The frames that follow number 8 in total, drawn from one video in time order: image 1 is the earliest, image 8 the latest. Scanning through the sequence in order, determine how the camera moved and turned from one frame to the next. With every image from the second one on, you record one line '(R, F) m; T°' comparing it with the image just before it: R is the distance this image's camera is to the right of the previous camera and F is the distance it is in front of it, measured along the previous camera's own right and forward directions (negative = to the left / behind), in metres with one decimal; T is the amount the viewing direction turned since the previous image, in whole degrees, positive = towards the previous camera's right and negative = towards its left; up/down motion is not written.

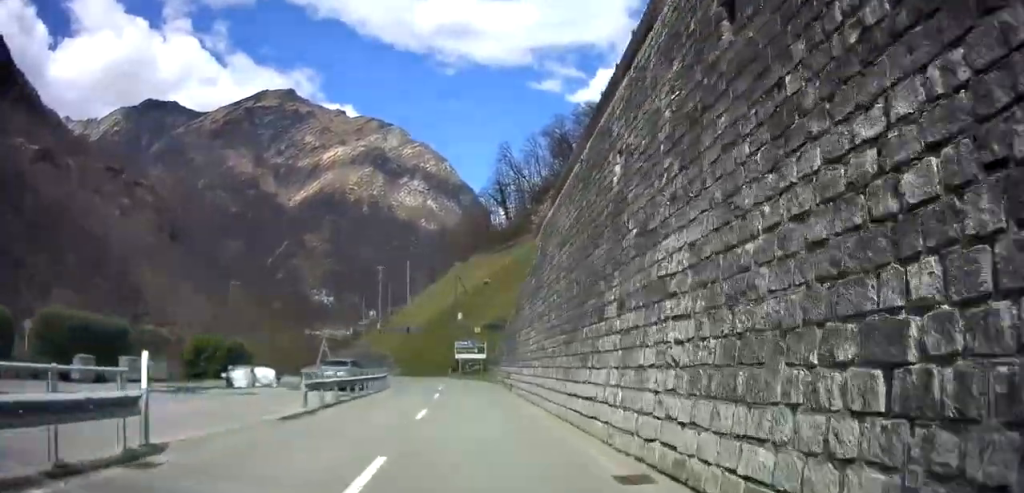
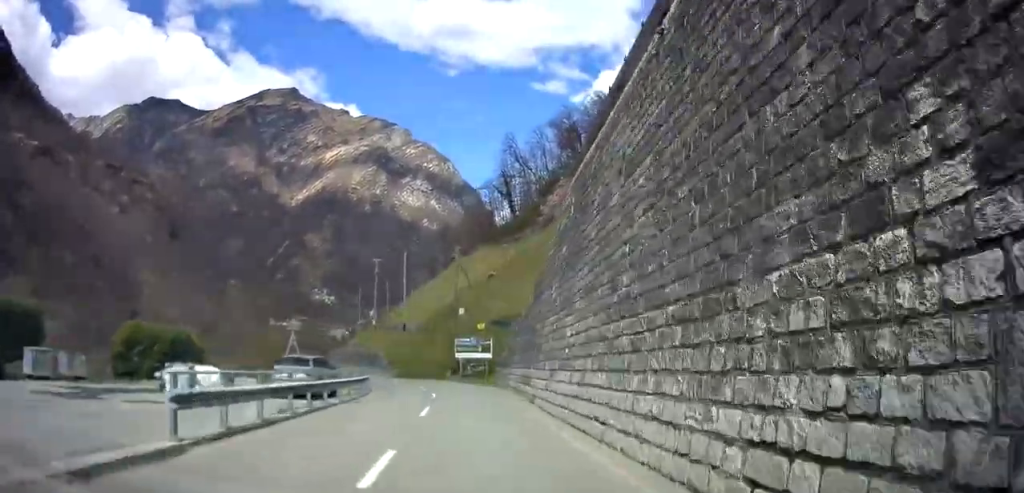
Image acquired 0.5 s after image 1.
(+0.1, +7.5) m; 0°
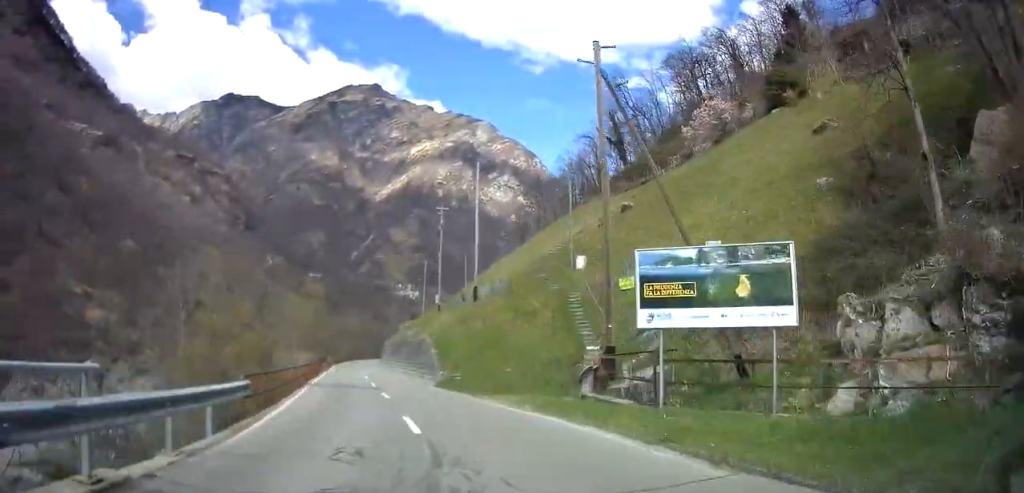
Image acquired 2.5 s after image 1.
(-1.8, +32.4) m; -16°
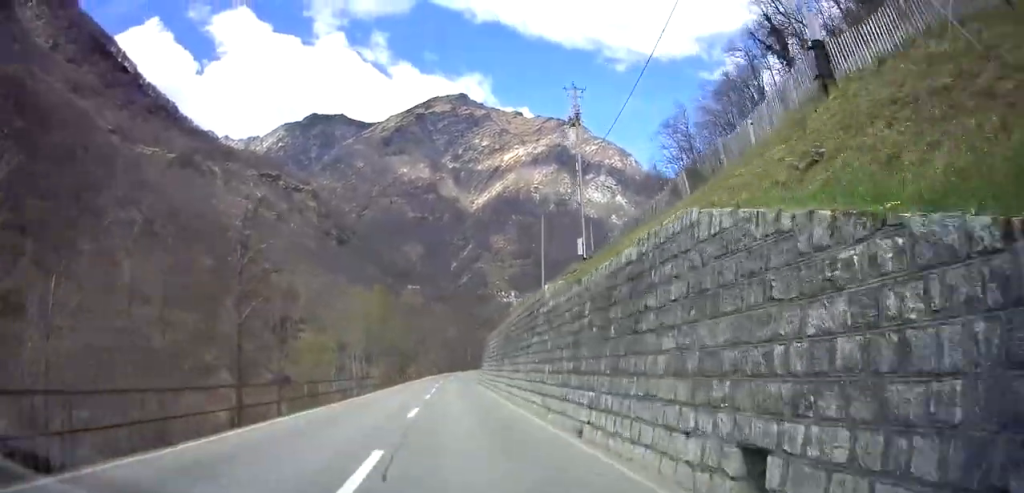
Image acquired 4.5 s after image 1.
(-4.4, +32.5) m; -3°
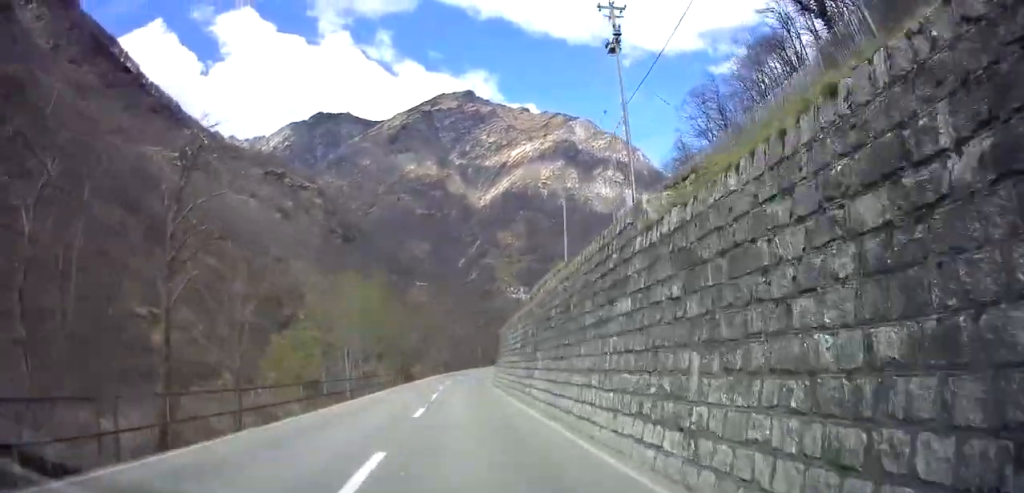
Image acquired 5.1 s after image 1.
(+0.3, +9.0) m; +1°
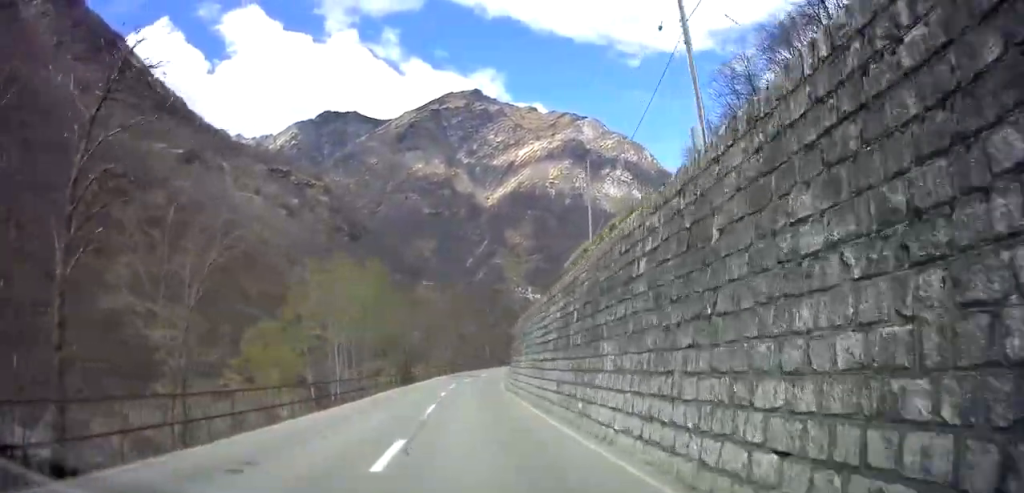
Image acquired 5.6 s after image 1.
(+0.1, +7.9) m; +1°
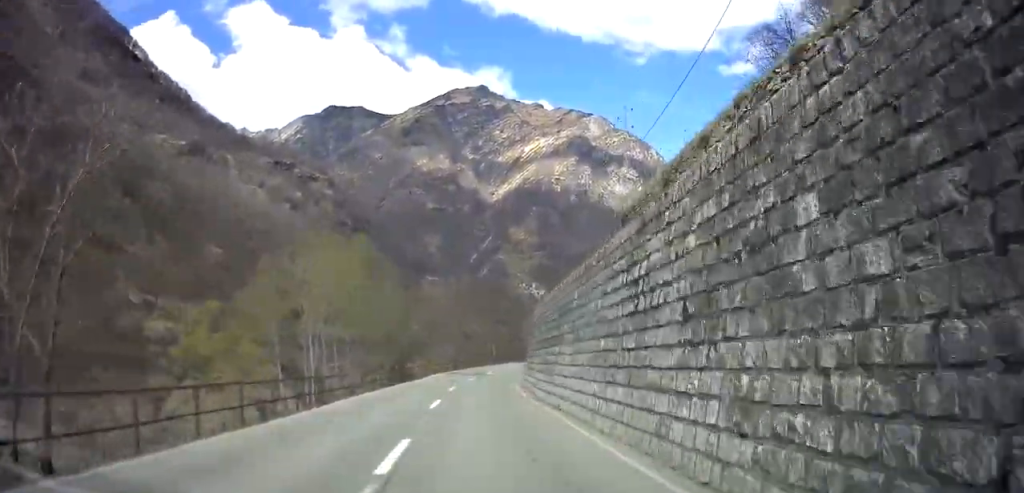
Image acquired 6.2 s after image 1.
(0.0, +9.5) m; +1°
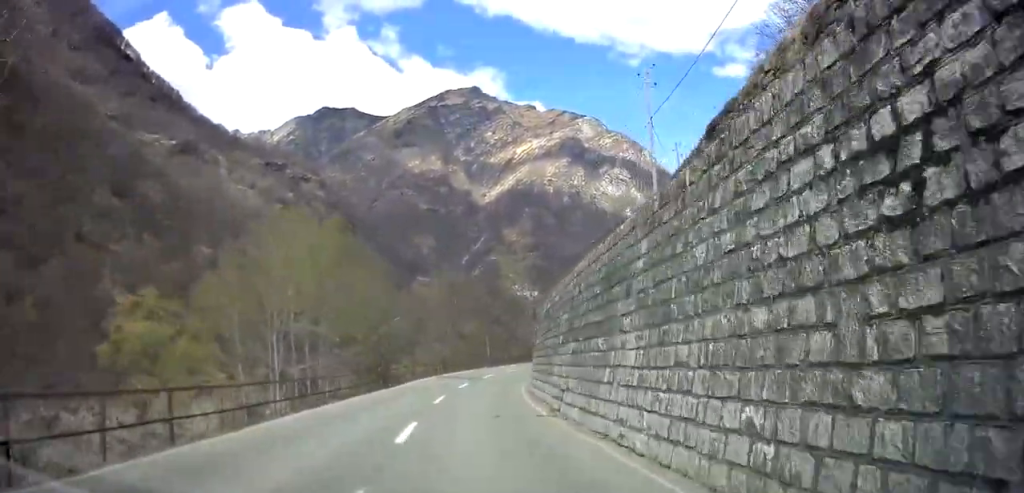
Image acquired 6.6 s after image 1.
(0.0, +6.9) m; +1°
